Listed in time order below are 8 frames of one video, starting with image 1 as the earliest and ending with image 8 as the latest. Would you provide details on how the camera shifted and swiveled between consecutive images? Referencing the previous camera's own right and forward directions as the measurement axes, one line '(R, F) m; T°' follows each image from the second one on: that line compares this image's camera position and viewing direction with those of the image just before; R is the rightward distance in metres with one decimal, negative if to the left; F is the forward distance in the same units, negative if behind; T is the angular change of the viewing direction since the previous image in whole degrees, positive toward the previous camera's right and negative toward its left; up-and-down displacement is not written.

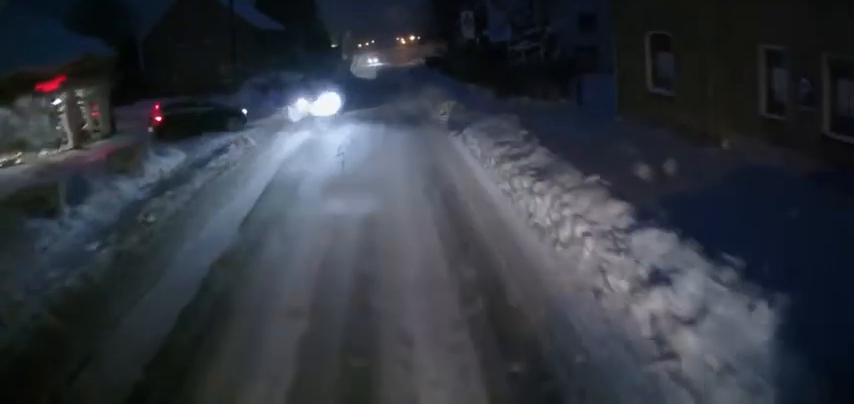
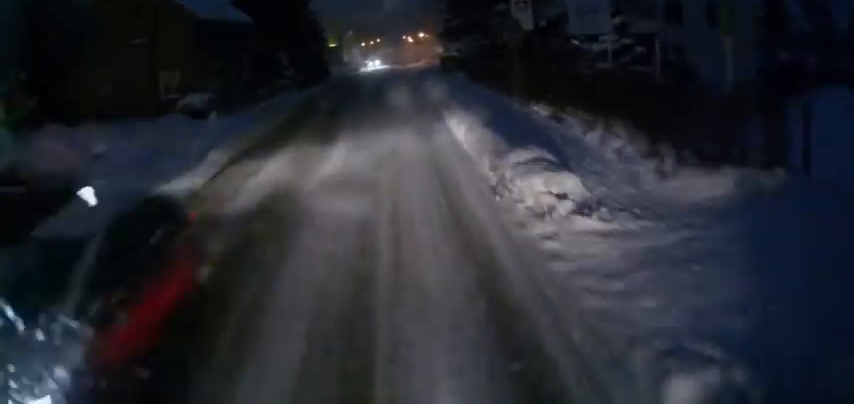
(+0.2, +12.4) m; +1°
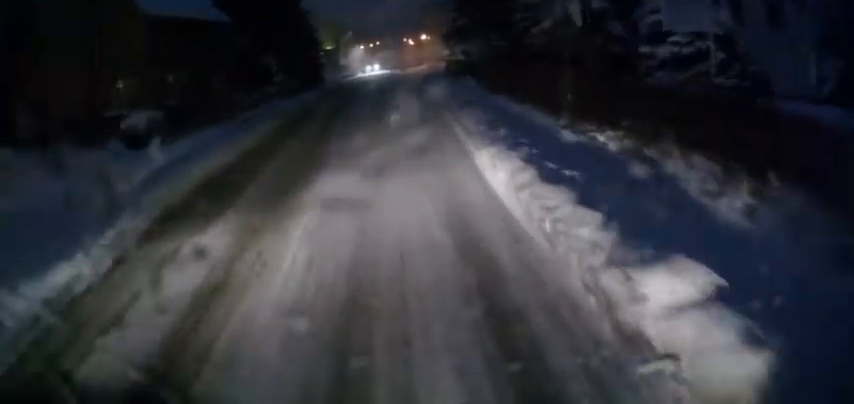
(+0.1, +5.3) m; 0°
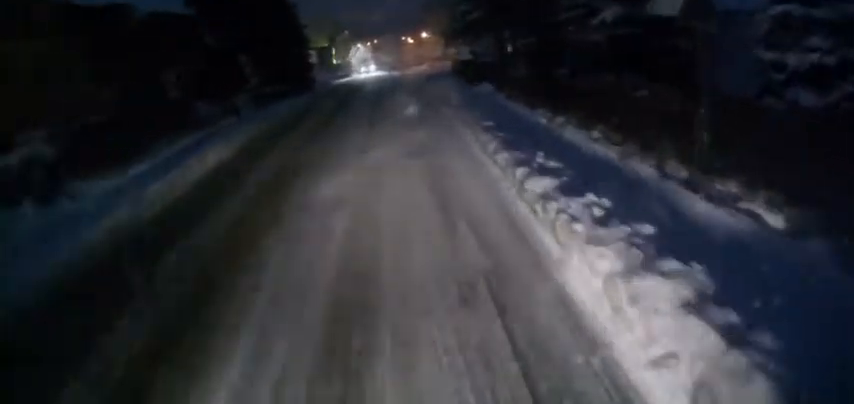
(-0.2, +6.3) m; -1°
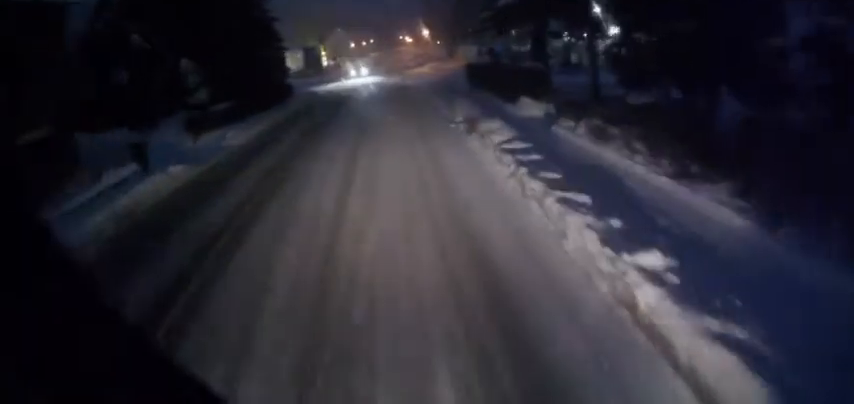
(-0.1, +10.1) m; -1°
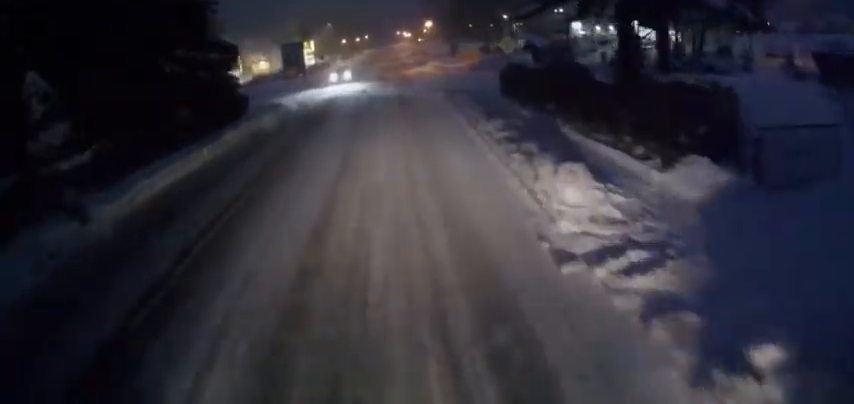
(0.0, +12.0) m; 0°
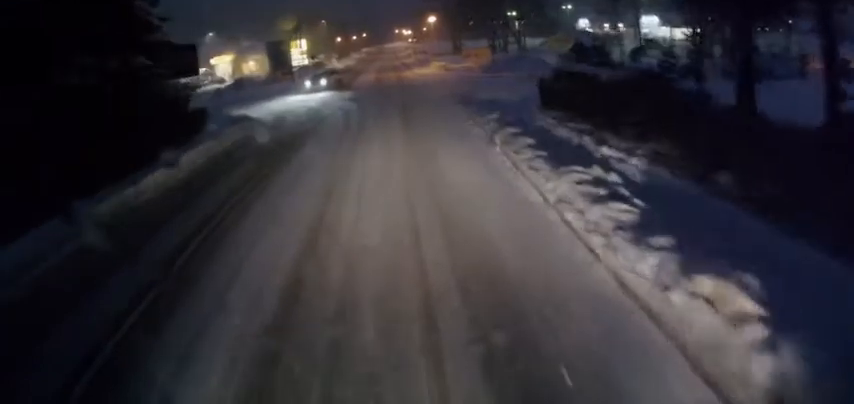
(0.0, +6.6) m; 0°
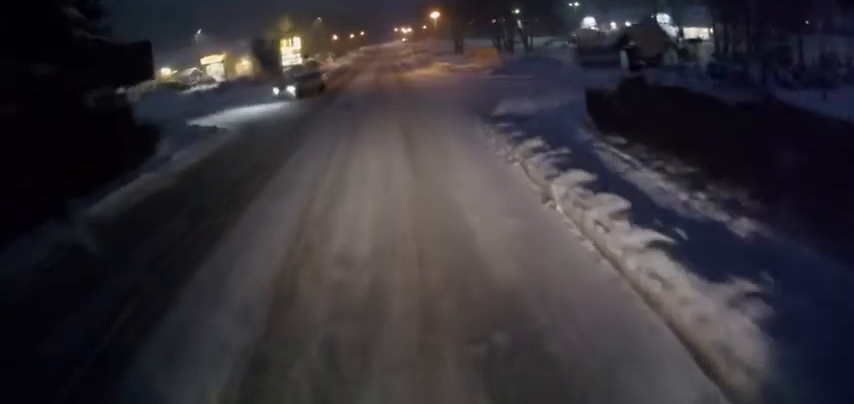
(0.0, +4.9) m; 0°
